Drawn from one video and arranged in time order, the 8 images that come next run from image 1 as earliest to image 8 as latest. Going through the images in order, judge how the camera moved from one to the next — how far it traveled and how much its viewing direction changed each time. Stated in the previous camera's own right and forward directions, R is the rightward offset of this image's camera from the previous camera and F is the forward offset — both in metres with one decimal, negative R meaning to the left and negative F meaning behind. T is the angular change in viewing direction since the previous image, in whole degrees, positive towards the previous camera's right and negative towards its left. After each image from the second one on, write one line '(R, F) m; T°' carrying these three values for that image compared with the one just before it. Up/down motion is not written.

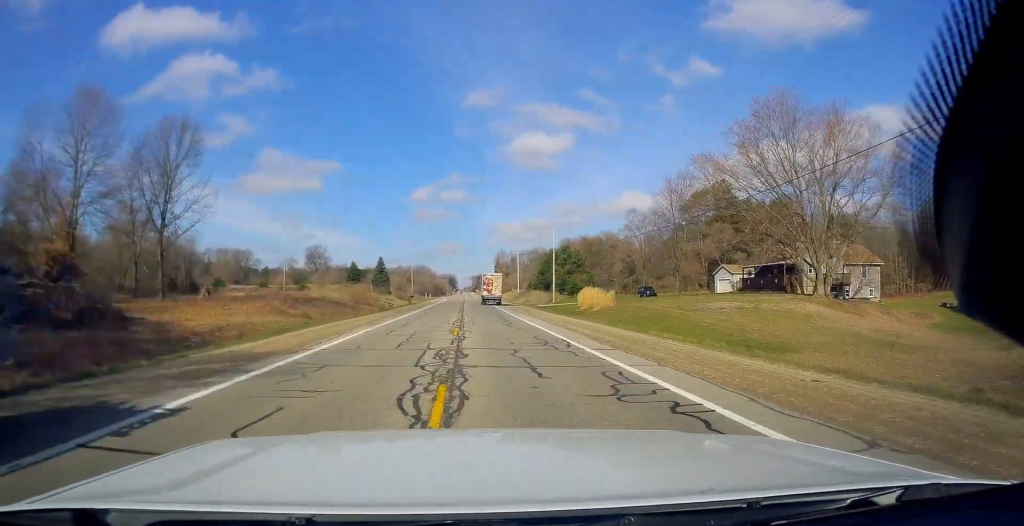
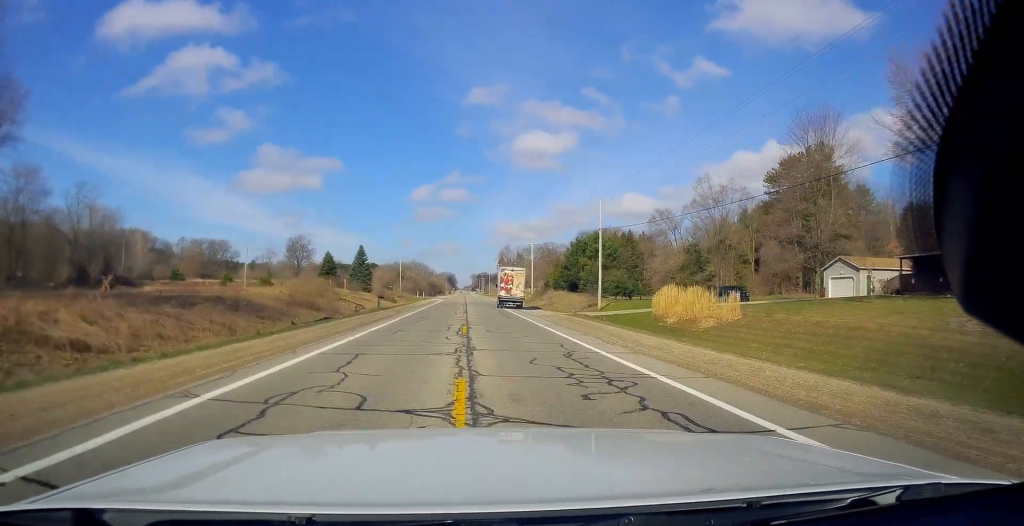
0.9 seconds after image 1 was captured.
(0.0, +30.3) m; 0°
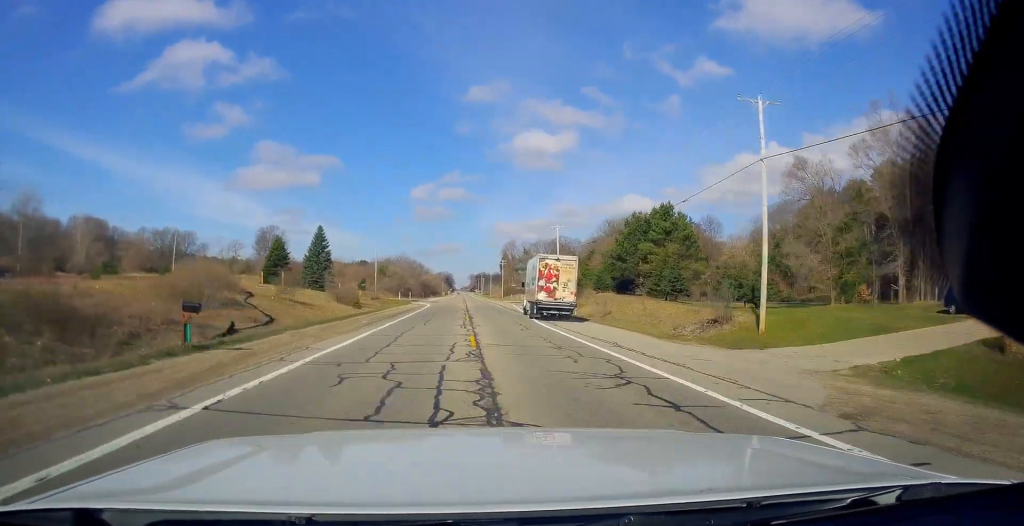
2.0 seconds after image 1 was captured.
(0.0, +34.6) m; 0°
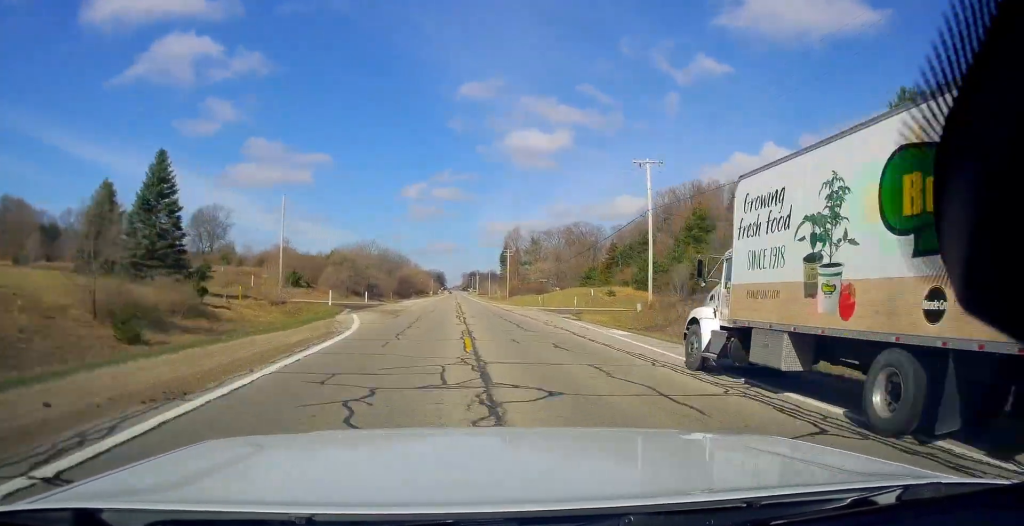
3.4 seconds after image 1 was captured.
(0.0, +47.1) m; 0°
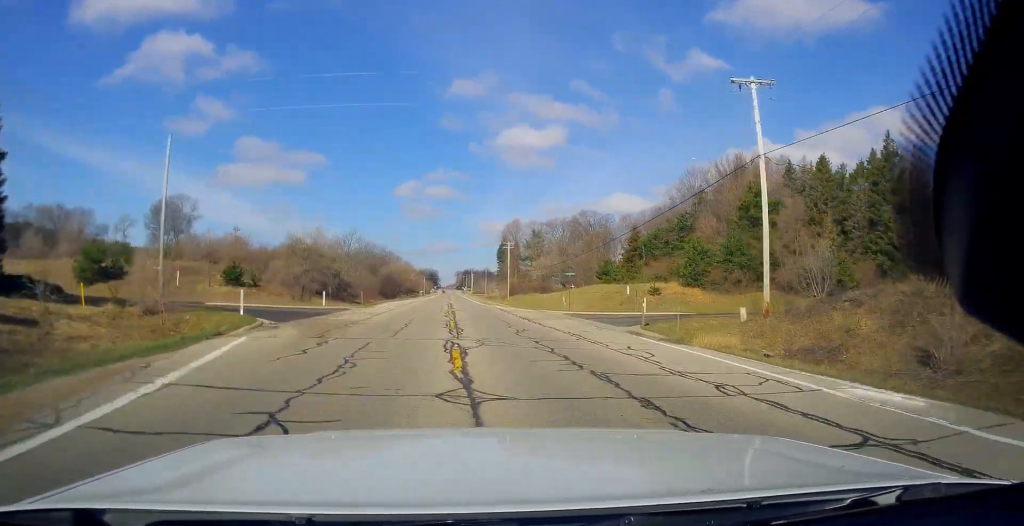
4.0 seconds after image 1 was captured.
(+0.1, +18.8) m; -1°
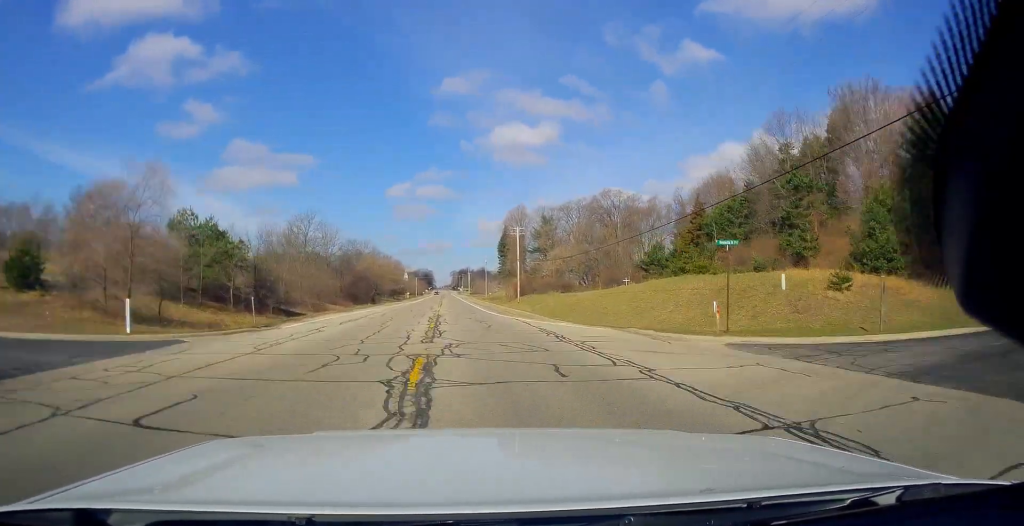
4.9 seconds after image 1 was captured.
(-0.5, +29.0) m; +1°
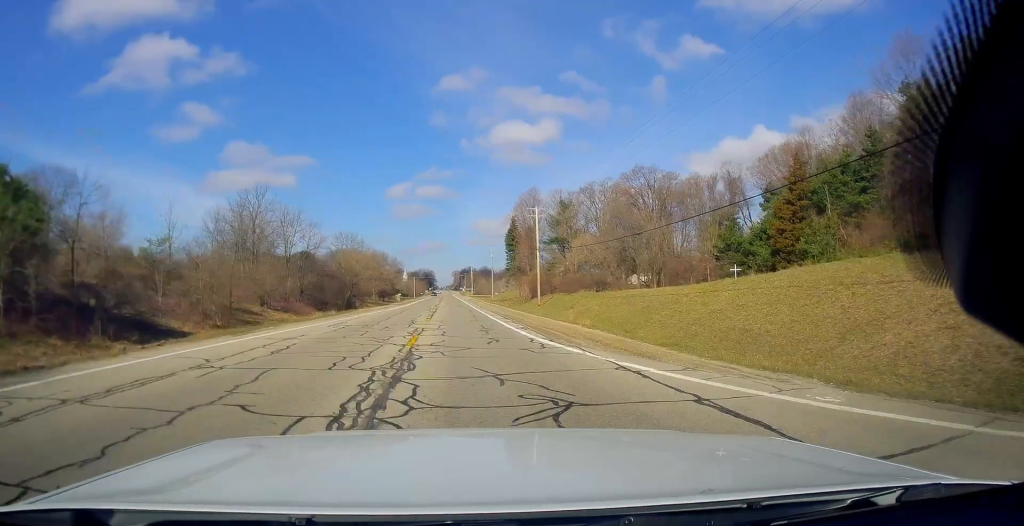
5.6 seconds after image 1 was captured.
(+0.5, +24.5) m; +1°
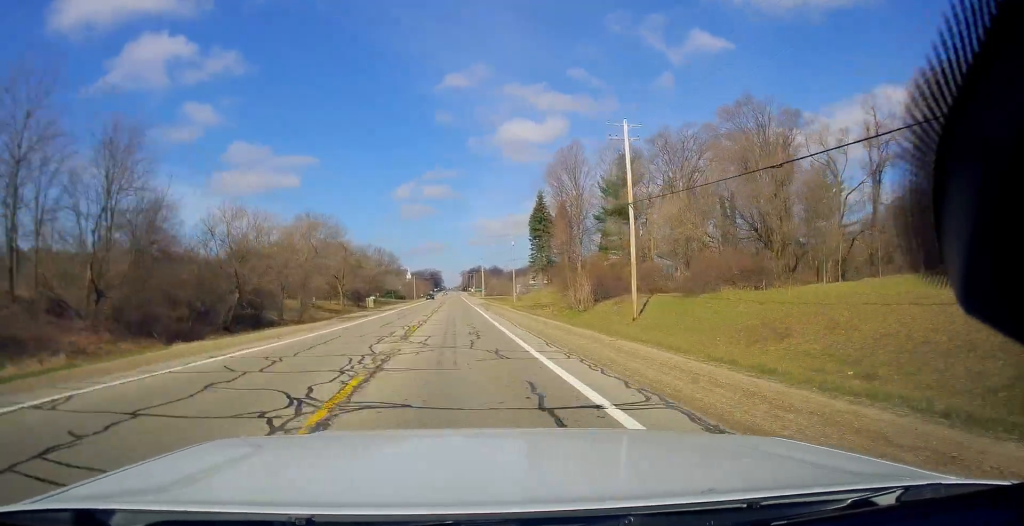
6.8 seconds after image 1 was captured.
(+0.1, +40.0) m; 0°
